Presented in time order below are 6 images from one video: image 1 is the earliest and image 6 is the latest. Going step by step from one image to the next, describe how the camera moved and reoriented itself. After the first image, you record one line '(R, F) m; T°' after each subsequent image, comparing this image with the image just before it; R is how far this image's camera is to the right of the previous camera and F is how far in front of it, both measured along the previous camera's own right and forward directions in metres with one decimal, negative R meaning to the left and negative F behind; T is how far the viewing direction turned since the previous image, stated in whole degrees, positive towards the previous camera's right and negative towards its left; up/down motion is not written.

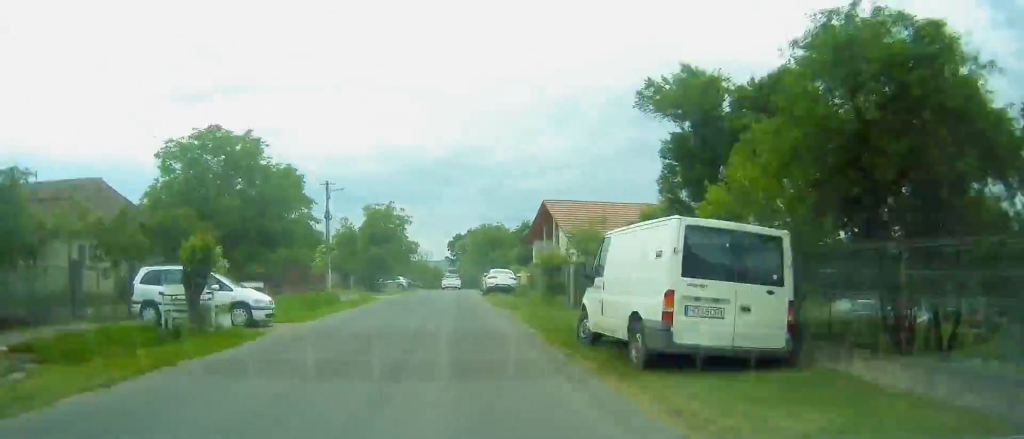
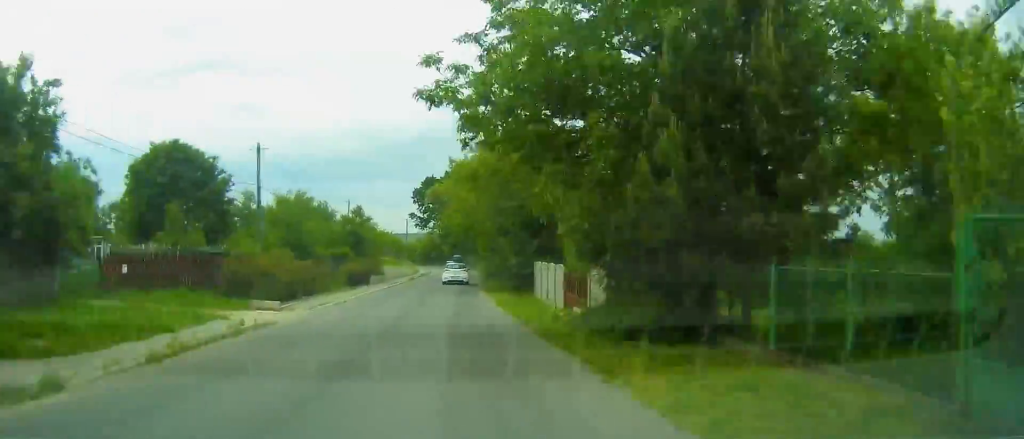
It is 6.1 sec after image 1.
(+1.8, +87.2) m; +2°
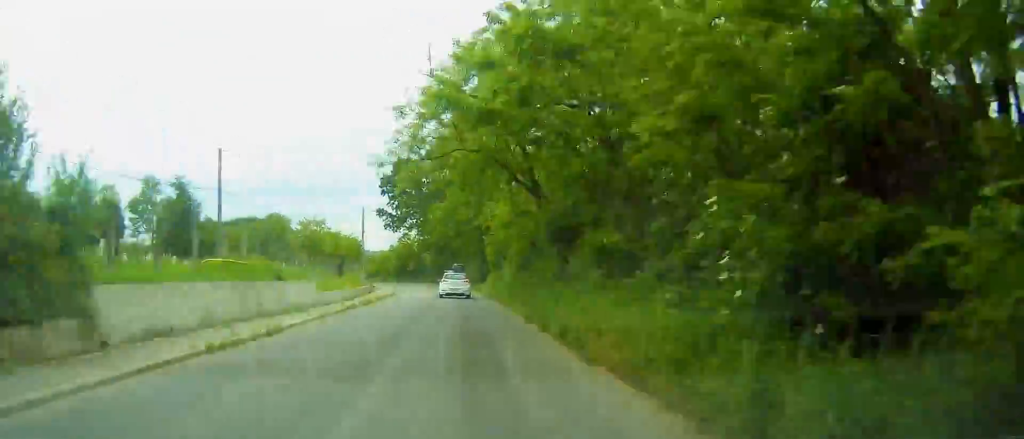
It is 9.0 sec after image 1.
(+0.5, +40.1) m; -1°
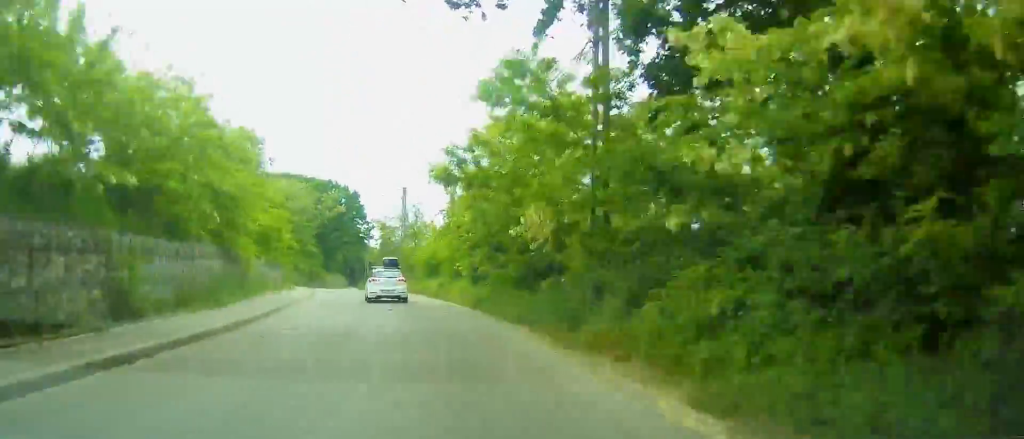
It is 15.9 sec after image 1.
(-9.1, +86.2) m; -15°
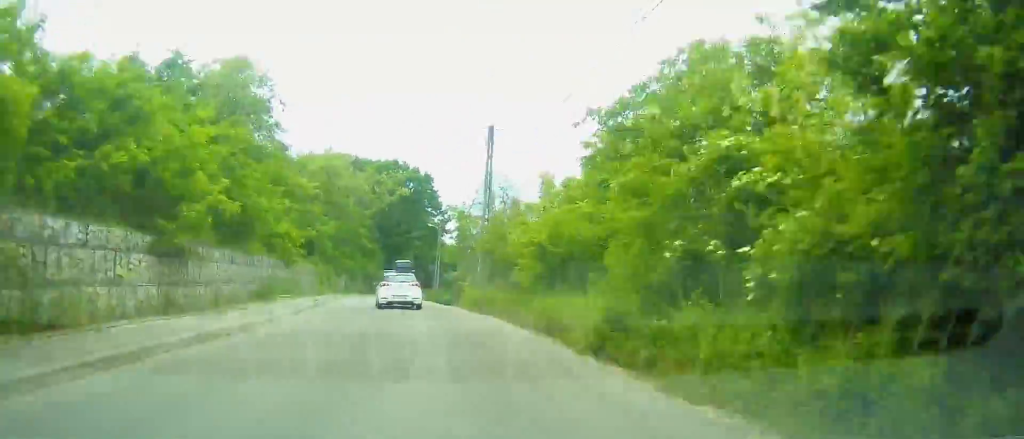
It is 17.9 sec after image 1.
(-1.4, +23.9) m; -3°
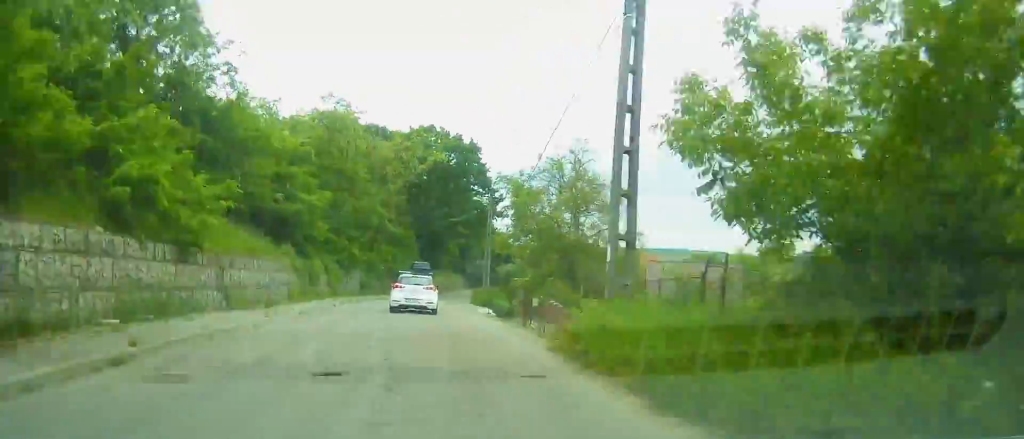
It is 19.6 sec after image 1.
(-1.3, +20.4) m; -1°
